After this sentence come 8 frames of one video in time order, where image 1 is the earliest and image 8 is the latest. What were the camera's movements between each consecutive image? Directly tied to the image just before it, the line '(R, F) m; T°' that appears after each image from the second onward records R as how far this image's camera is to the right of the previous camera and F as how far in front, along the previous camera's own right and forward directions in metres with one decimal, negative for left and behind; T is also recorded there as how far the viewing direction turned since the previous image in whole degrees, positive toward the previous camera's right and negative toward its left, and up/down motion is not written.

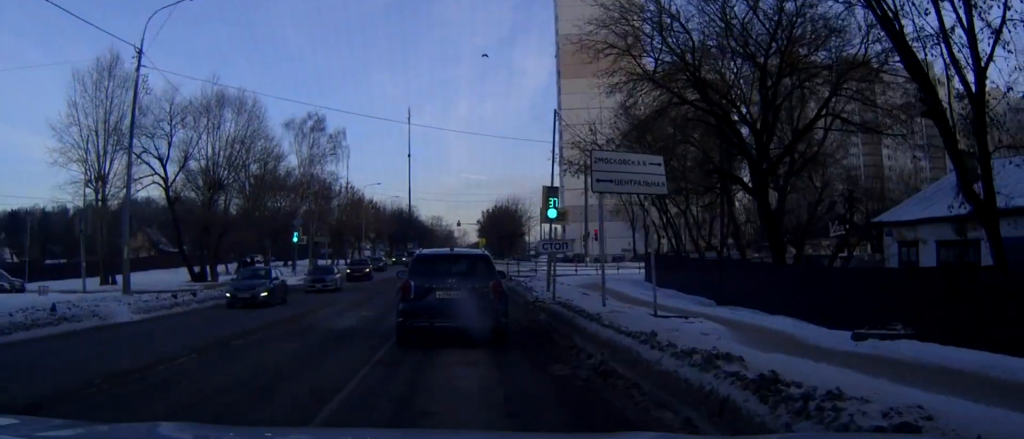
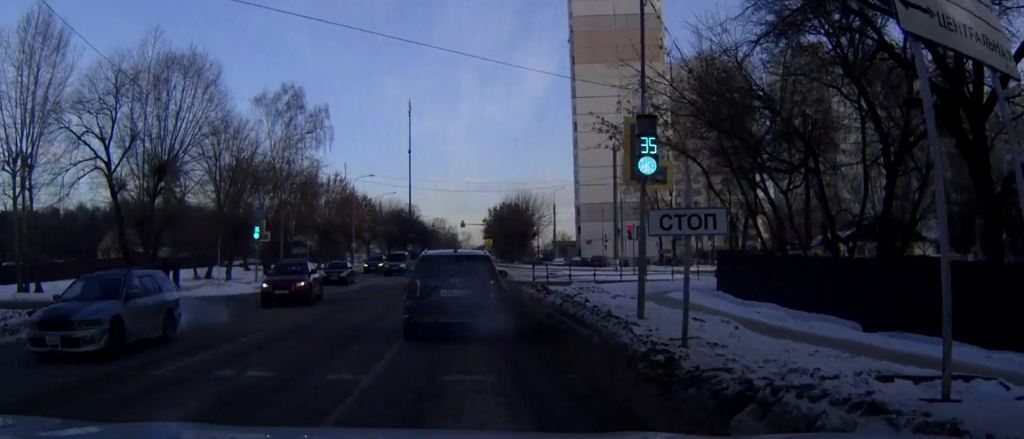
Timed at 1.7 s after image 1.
(+0.1, +13.1) m; 0°
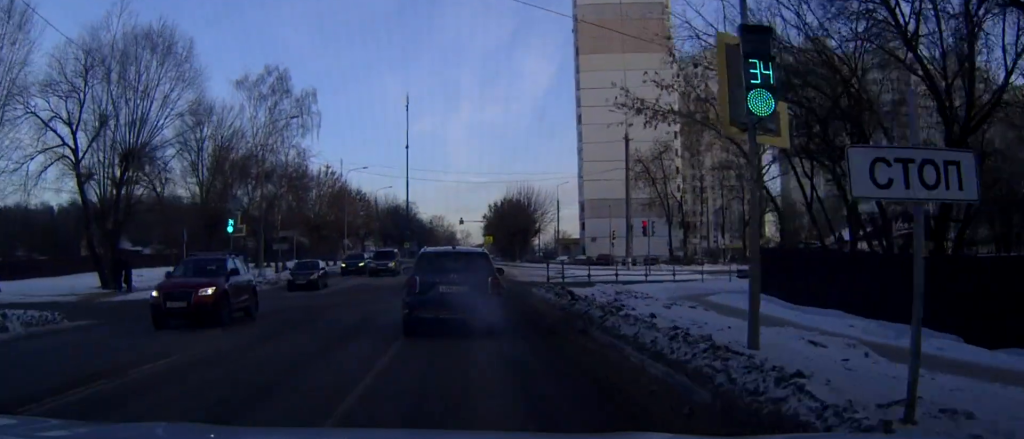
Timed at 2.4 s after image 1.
(0.0, +5.3) m; 0°
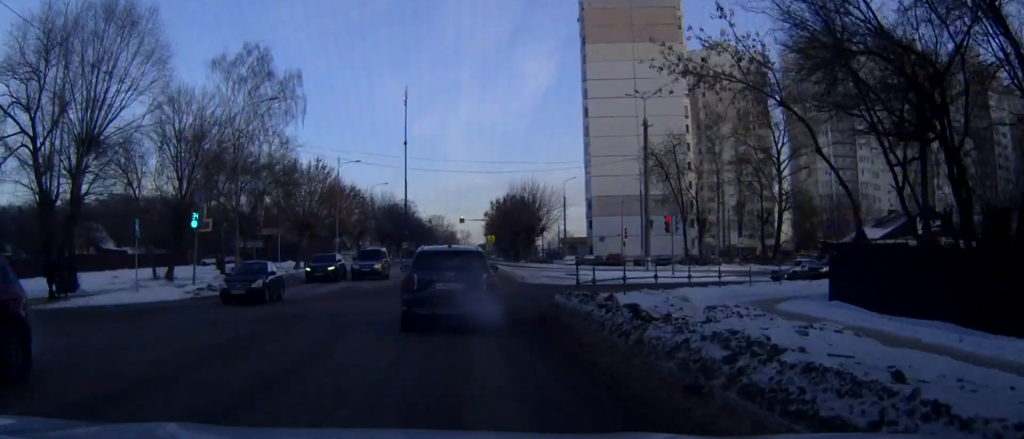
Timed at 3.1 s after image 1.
(0.0, +6.0) m; 0°
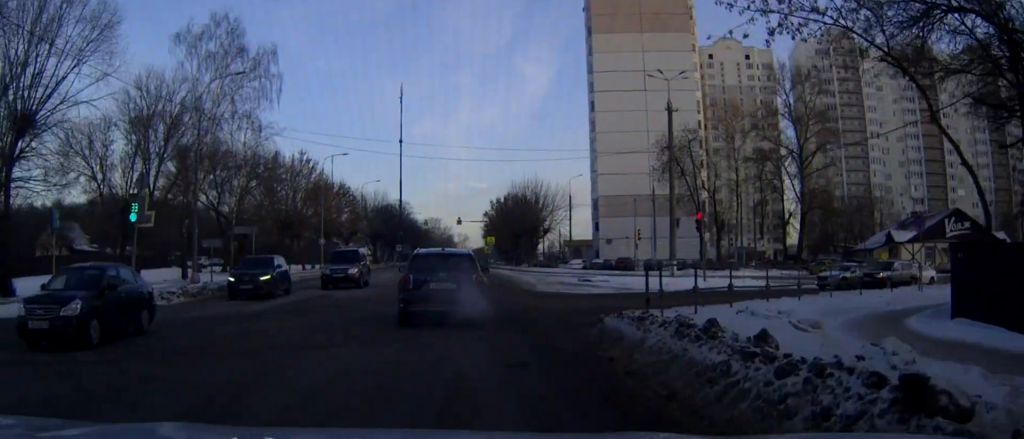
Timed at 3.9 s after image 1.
(0.0, +7.4) m; 0°
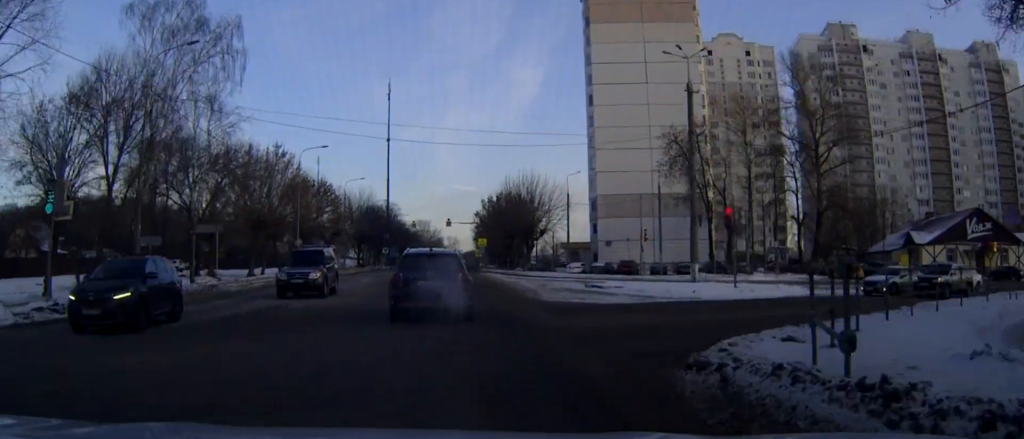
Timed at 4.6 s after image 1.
(0.0, +6.5) m; 0°
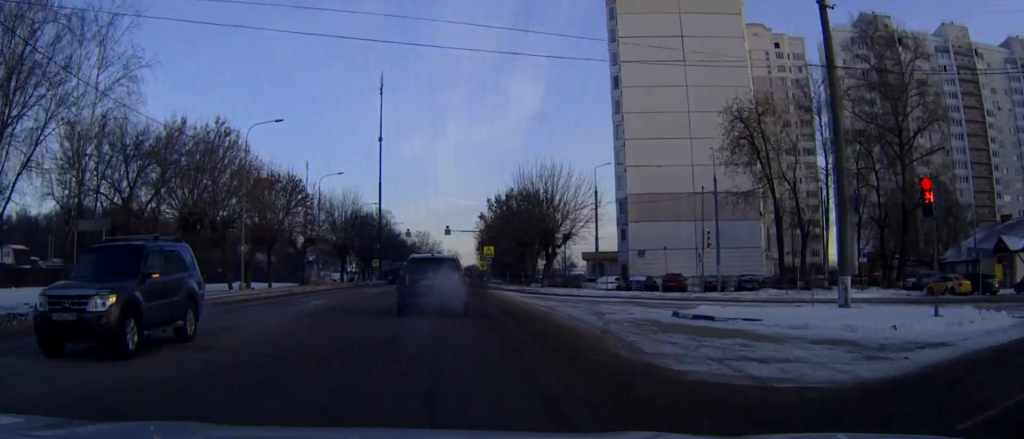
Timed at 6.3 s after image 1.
(0.0, +16.6) m; 0°
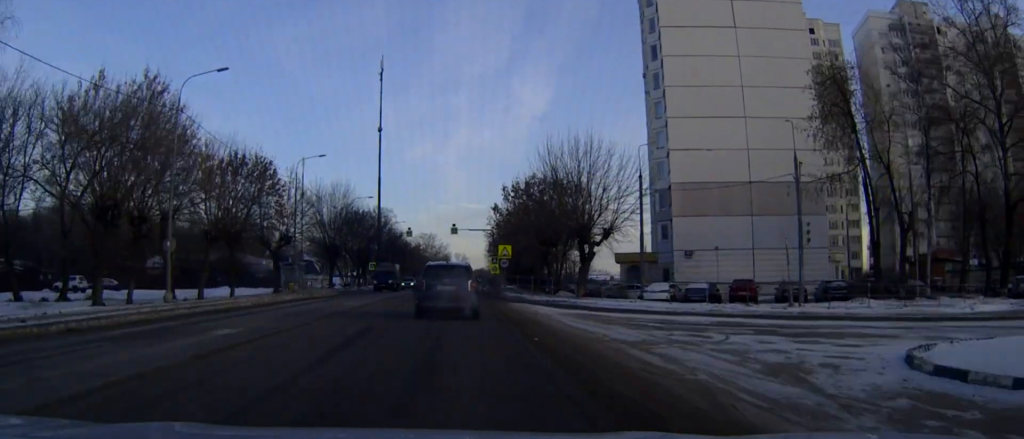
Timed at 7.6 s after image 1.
(0.0, +13.5) m; 0°
